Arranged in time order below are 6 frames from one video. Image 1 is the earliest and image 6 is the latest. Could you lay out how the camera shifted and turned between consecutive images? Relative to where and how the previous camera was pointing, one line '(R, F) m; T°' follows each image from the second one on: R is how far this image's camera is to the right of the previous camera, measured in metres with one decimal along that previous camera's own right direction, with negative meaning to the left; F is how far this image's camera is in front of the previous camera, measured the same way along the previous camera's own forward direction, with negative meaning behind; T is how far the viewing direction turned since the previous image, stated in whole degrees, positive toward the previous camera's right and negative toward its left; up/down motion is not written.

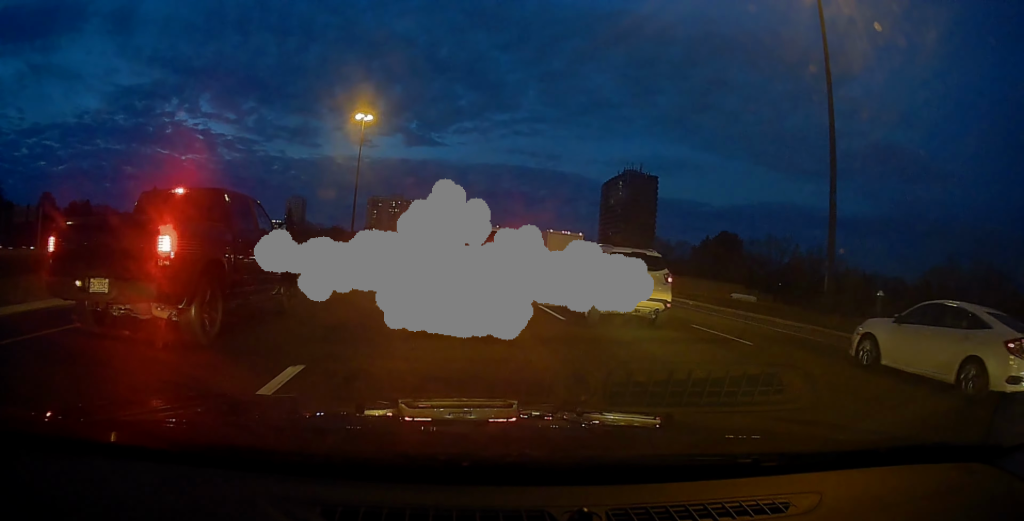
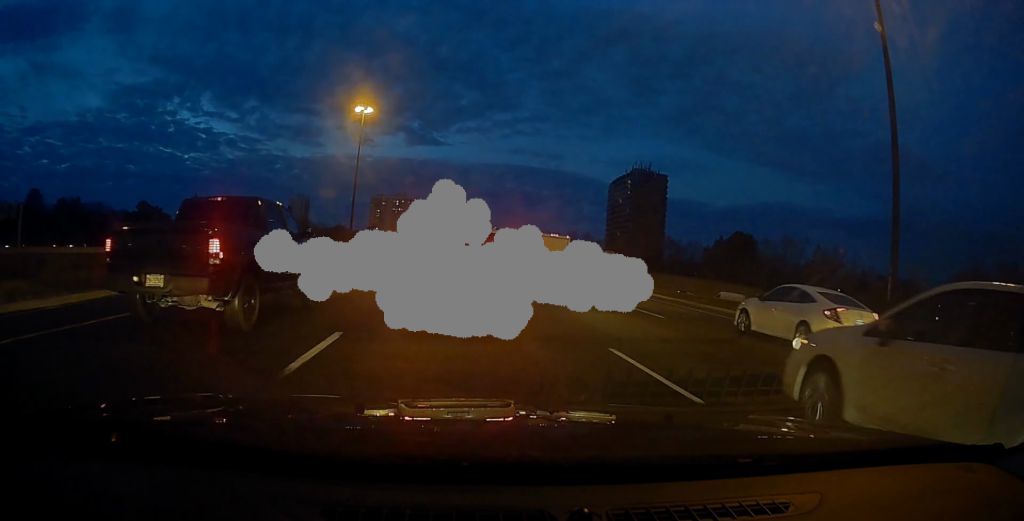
(+0.4, +7.2) m; +3°
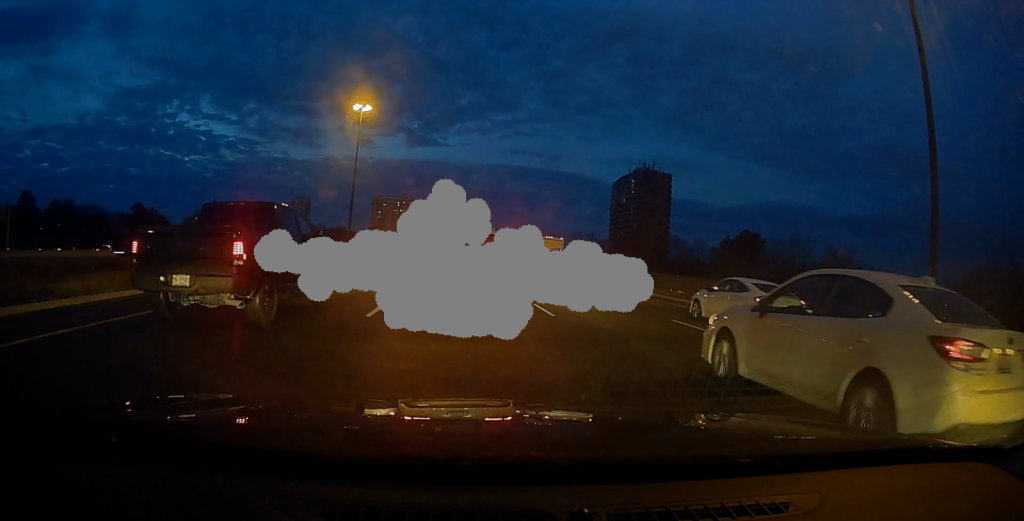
(-0.4, +3.7) m; -1°
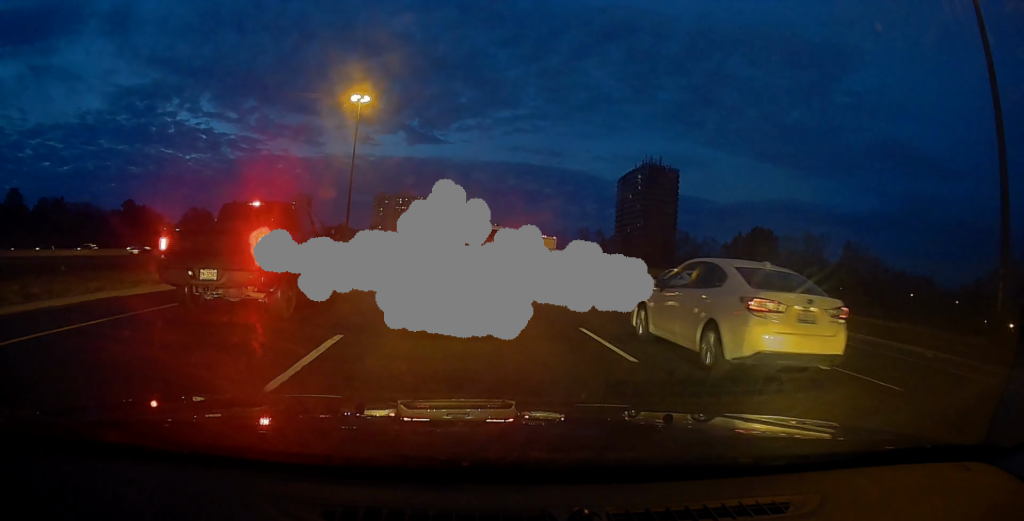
(+0.2, +5.8) m; 0°
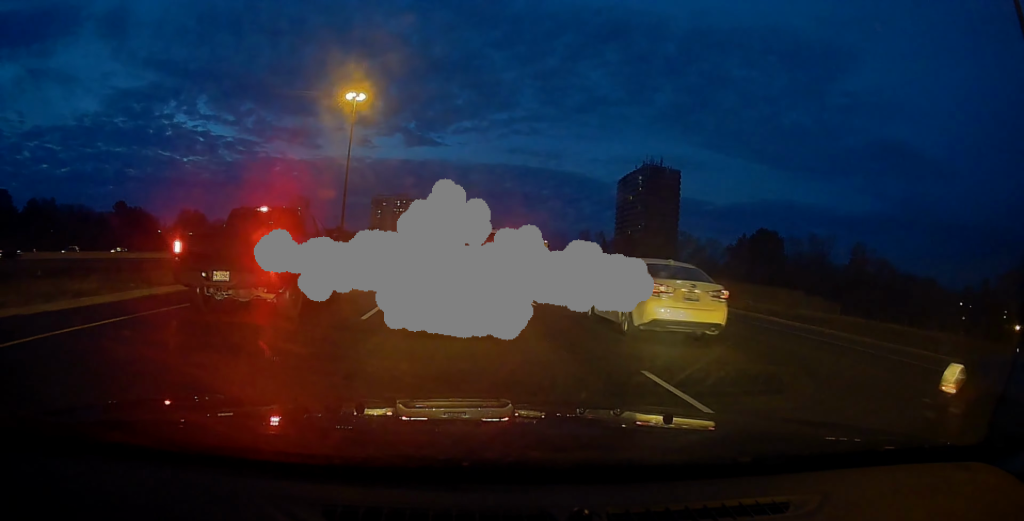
(-0.3, +4.0) m; -4°
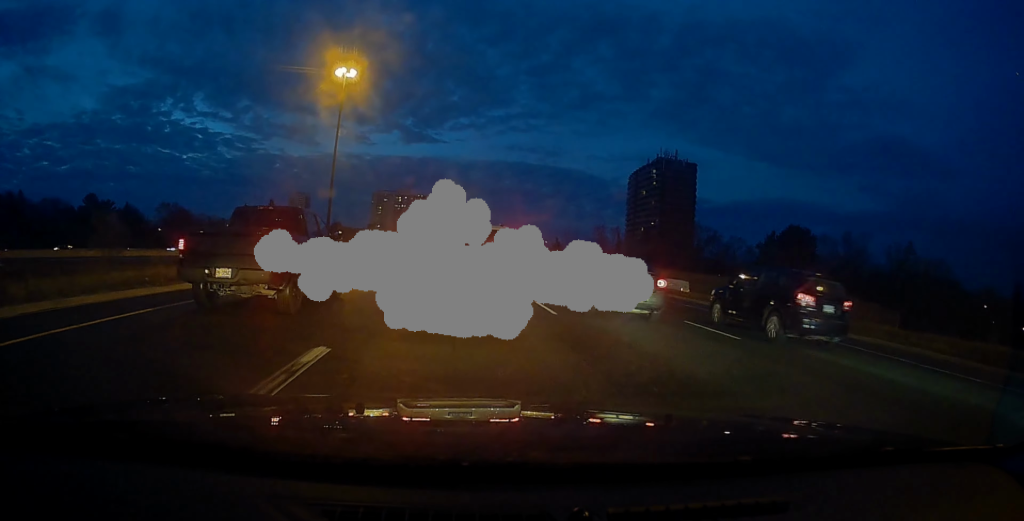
(-0.3, +14.6) m; 0°
